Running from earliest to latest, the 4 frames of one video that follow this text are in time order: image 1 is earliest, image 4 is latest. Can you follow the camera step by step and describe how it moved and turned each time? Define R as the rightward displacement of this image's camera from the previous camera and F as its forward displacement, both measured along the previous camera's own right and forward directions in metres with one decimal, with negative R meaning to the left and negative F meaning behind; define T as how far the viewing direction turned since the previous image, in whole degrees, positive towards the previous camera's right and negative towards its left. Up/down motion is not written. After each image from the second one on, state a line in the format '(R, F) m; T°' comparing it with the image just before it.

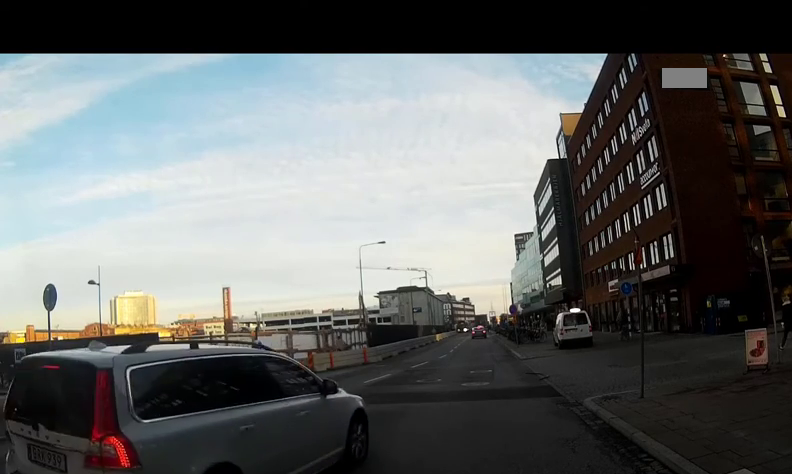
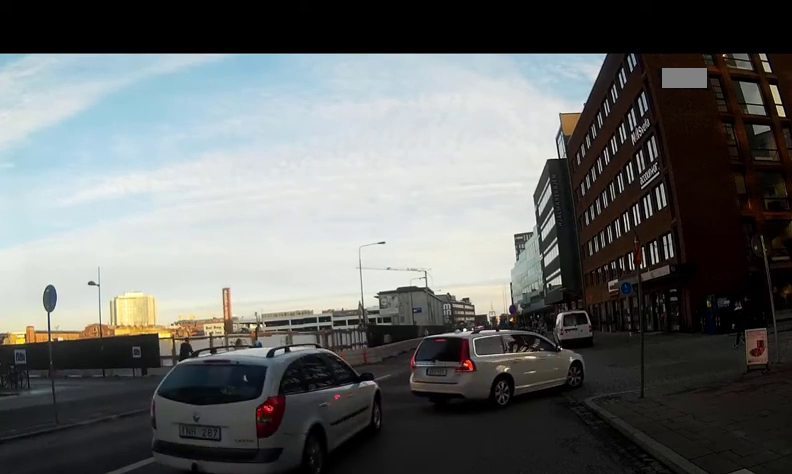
(0.0, 0.0) m; 0°
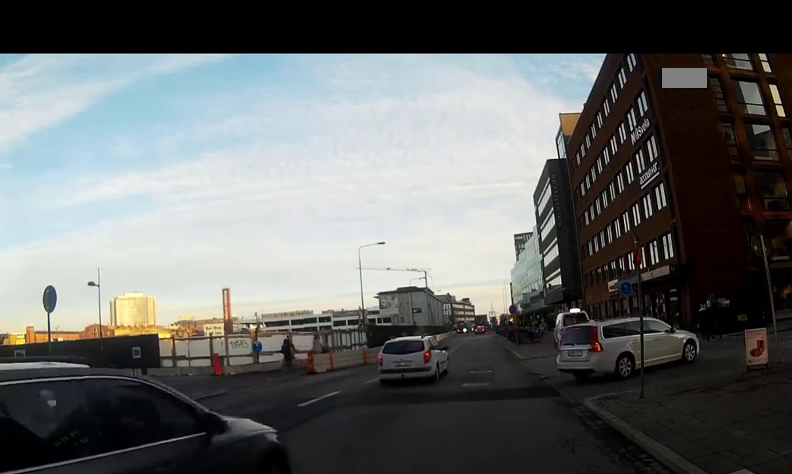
(0.0, 0.0) m; 0°
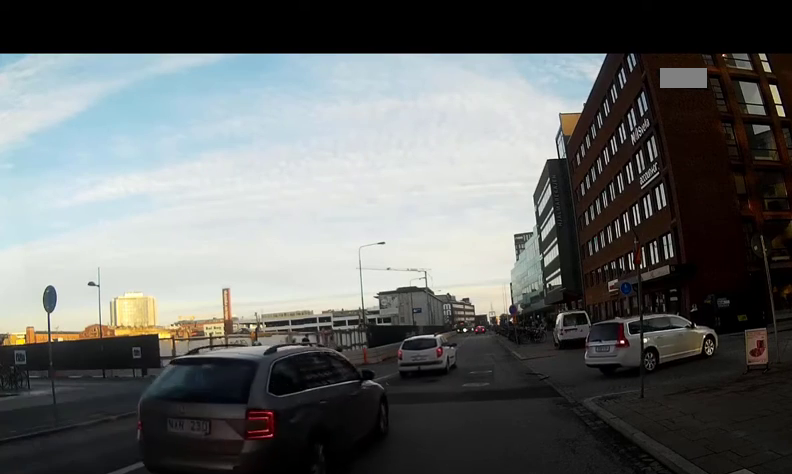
(0.0, 0.0) m; 0°
